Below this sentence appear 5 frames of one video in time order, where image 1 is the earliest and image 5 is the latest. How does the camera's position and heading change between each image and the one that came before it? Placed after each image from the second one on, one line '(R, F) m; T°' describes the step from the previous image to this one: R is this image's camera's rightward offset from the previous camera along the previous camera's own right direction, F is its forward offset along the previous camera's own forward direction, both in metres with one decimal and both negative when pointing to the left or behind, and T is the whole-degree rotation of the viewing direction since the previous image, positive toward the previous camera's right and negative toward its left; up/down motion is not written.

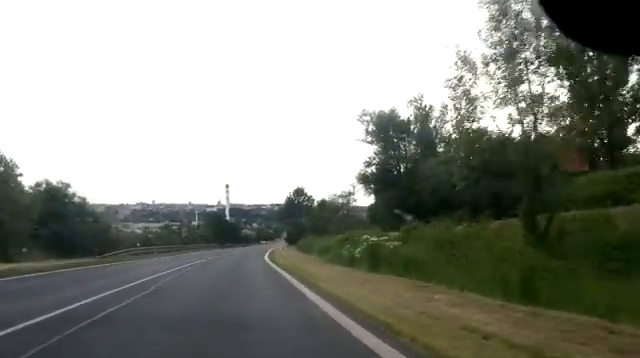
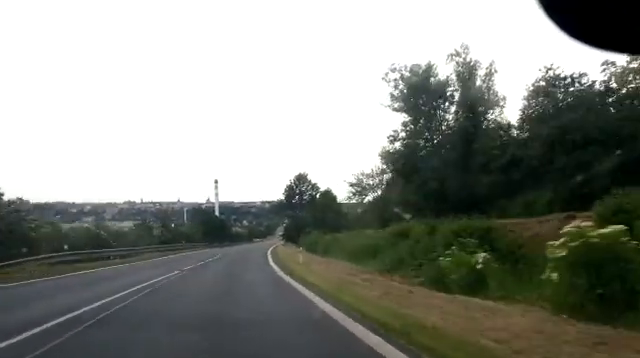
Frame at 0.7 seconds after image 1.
(0.0, +14.9) m; 0°
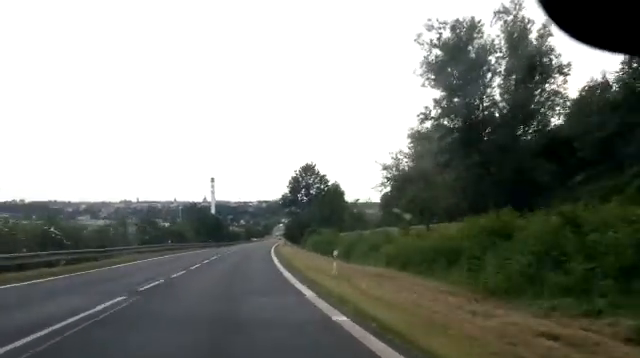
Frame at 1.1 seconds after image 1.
(-0.1, +9.2) m; 0°
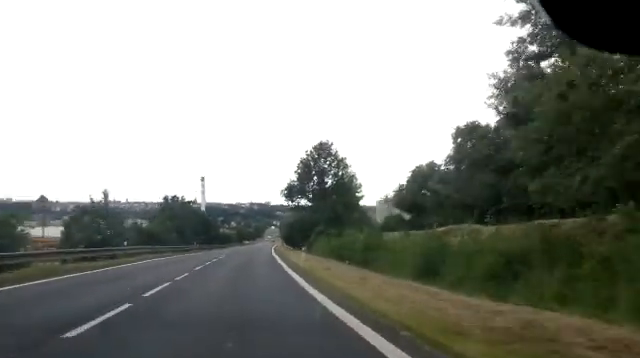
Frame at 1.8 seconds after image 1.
(0.0, +15.0) m; +1°
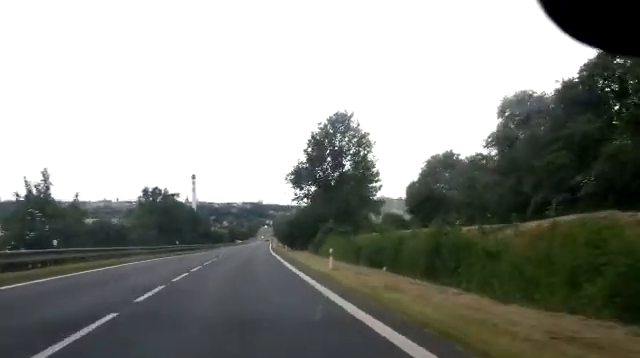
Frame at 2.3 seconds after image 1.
(0.0, +10.7) m; +1°
